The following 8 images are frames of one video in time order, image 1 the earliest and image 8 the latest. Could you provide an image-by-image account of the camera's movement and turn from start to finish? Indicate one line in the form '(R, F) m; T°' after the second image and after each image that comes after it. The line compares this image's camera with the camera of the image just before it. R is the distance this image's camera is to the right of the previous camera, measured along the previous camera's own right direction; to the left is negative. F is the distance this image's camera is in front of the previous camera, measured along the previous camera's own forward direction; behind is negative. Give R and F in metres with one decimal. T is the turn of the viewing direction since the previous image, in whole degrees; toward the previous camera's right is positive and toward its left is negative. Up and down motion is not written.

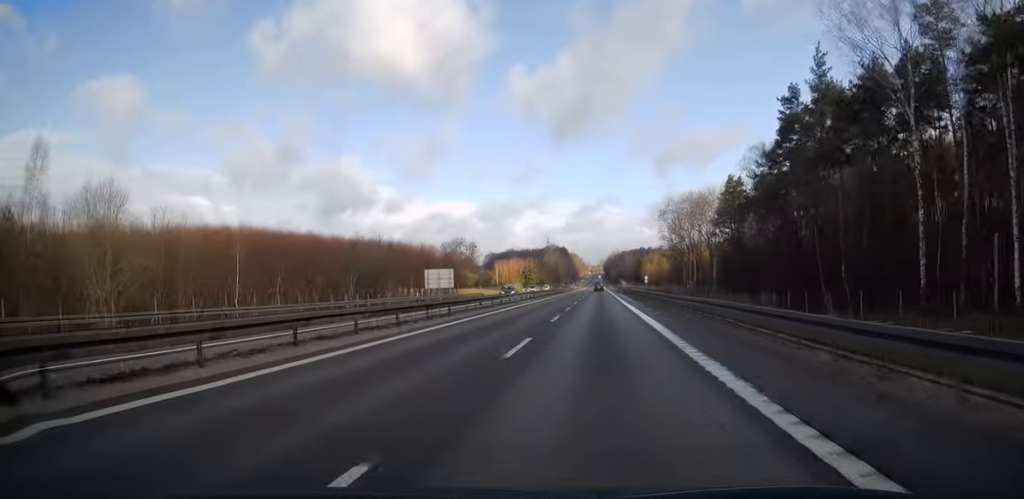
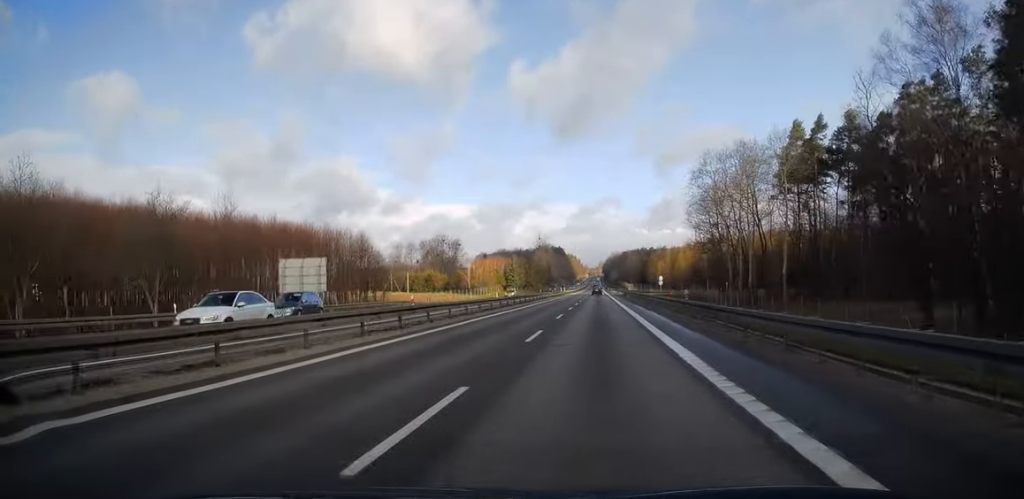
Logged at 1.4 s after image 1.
(+0.2, +43.2) m; 0°
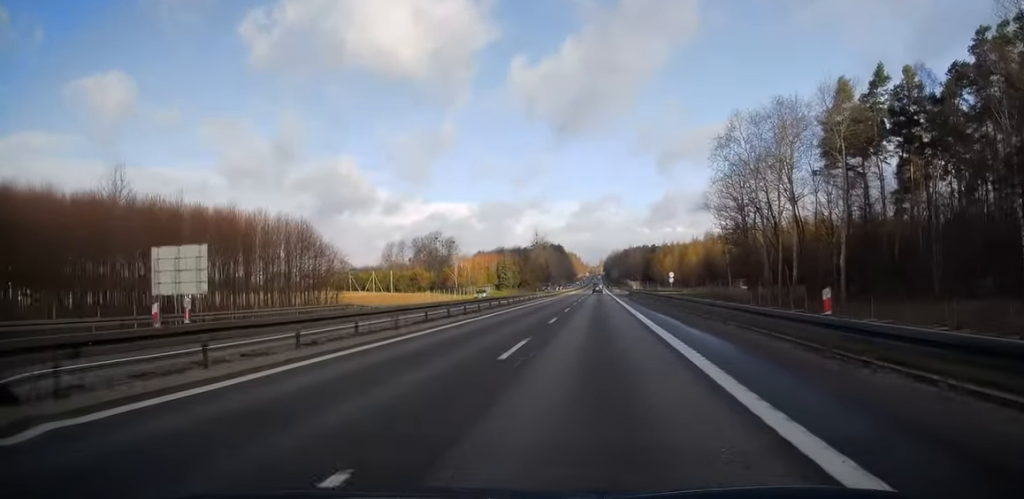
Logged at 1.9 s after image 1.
(+0.1, +16.3) m; 0°
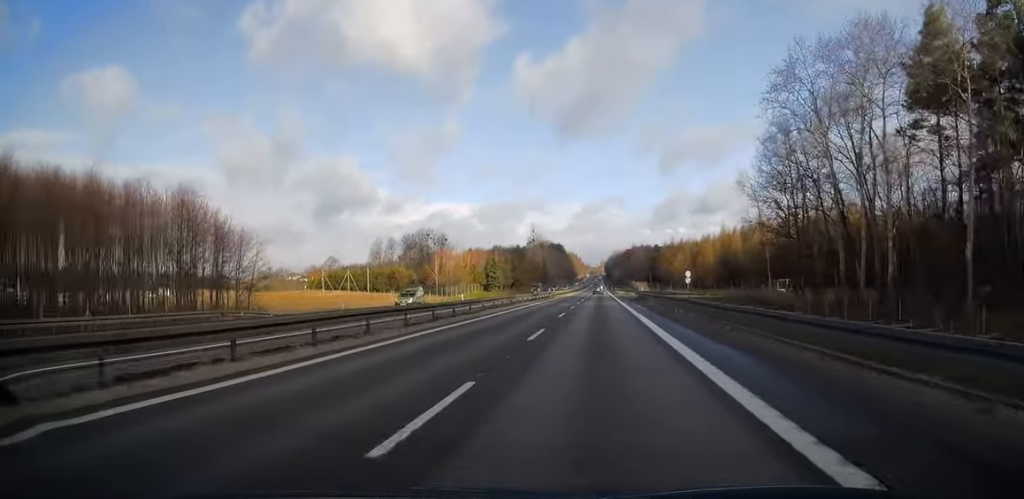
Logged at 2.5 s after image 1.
(-0.2, +18.9) m; 0°
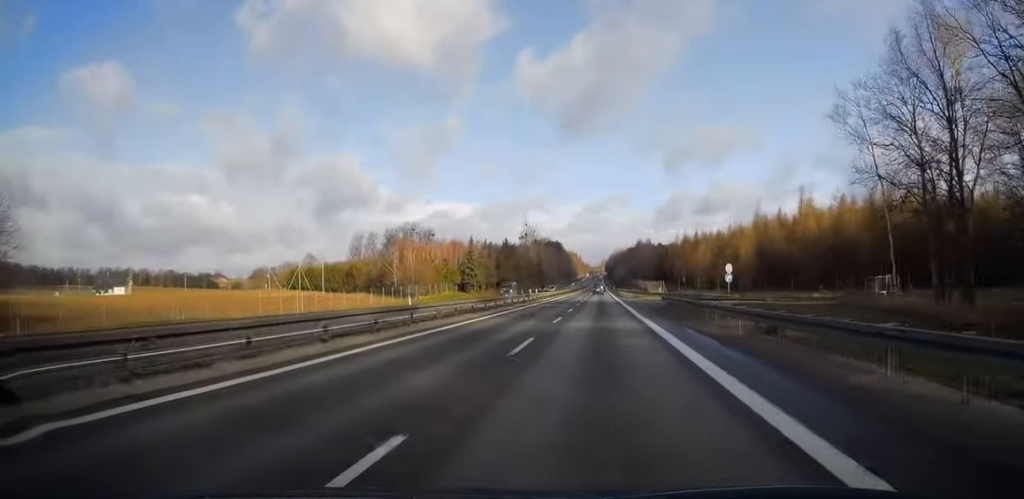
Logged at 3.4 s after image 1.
(-0.1, +27.4) m; 0°
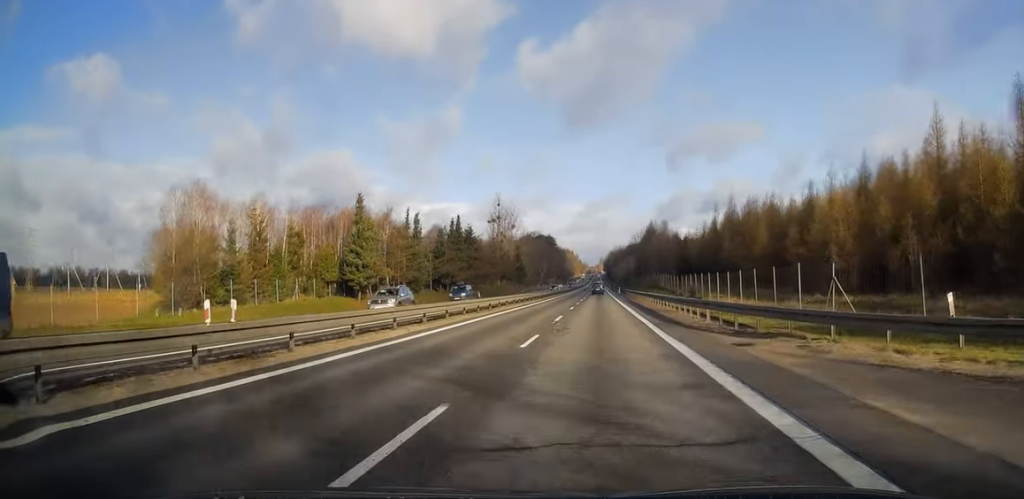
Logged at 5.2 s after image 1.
(+0.4, +57.9) m; +1°
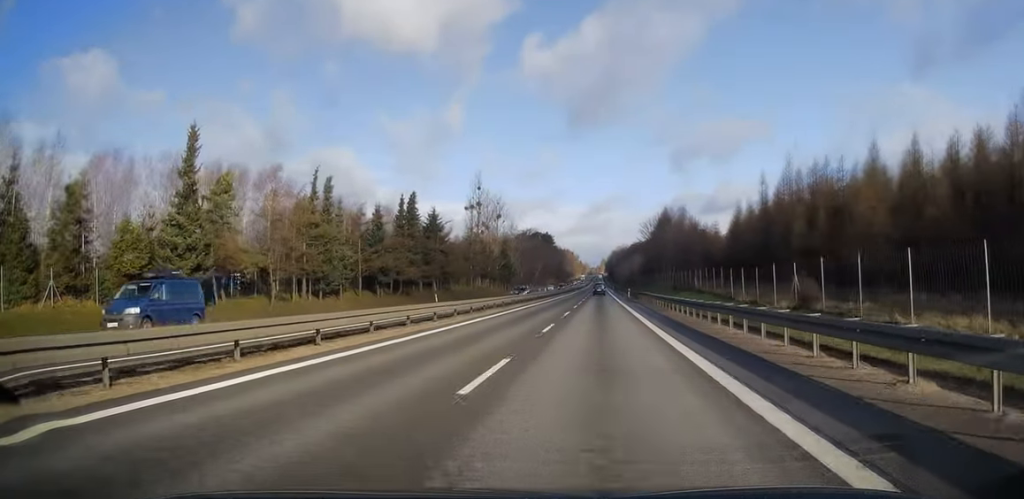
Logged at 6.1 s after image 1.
(+0.1, +30.5) m; 0°
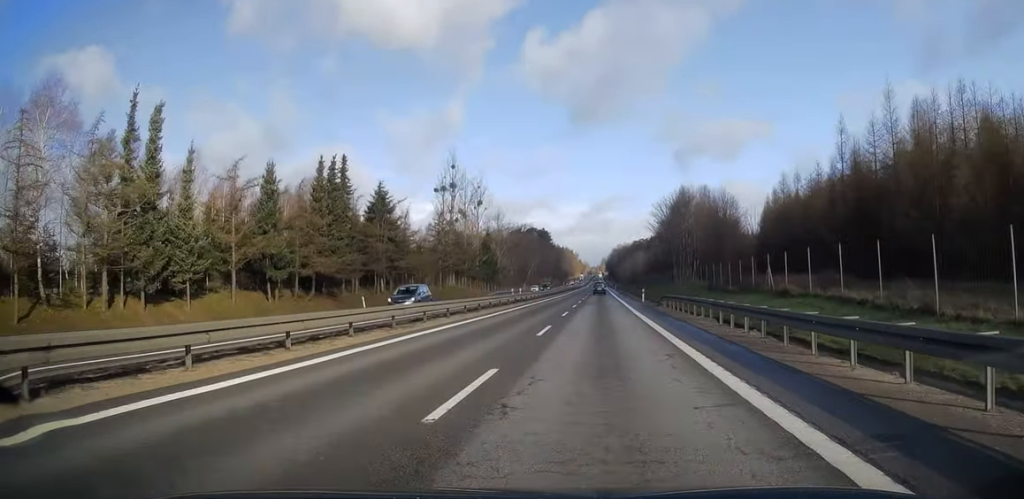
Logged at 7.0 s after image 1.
(-0.2, +25.7) m; -1°
